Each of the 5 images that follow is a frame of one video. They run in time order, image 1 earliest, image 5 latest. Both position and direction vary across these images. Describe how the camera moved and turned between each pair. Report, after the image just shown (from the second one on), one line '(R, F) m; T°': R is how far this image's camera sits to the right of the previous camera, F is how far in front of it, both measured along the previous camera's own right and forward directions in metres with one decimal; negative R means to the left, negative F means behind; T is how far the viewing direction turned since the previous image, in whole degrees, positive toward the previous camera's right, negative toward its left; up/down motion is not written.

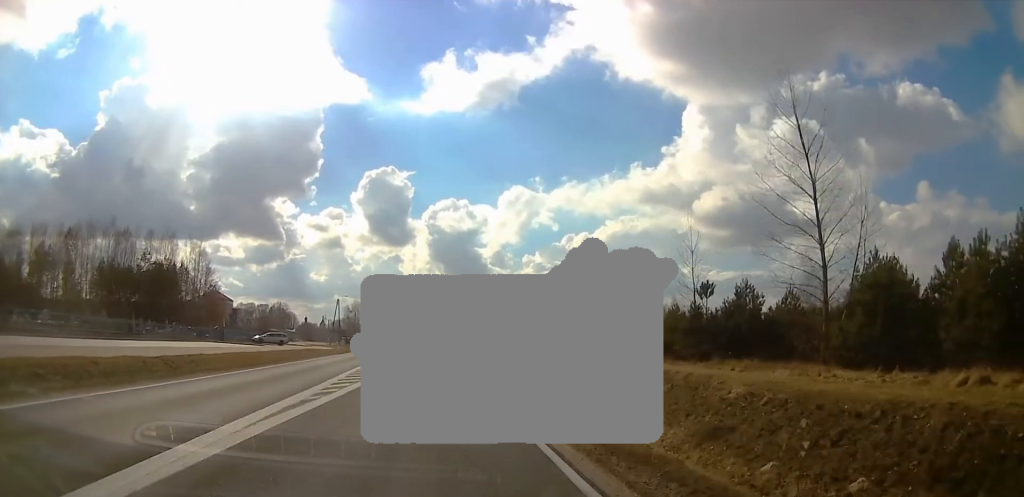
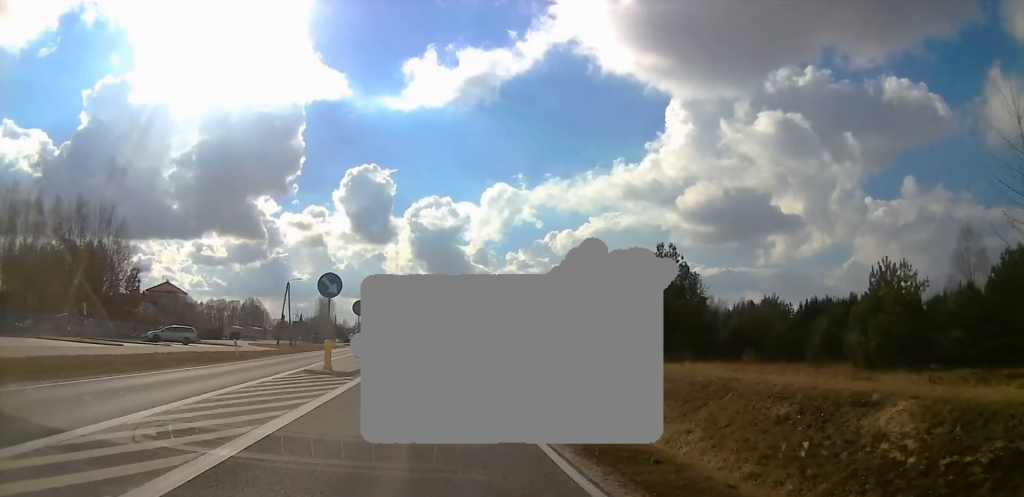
(+0.4, +28.9) m; +3°
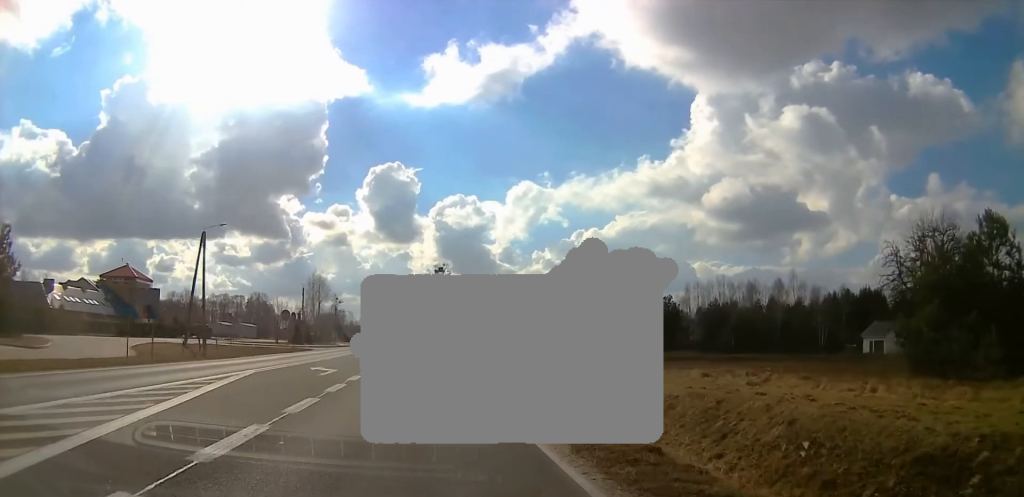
(-0.7, +40.3) m; -2°
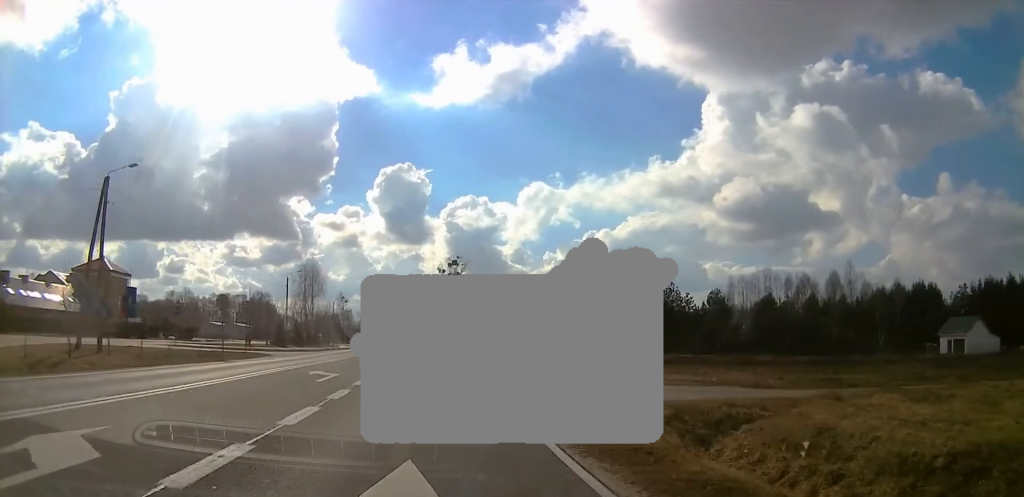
(0.0, +16.7) m; -2°
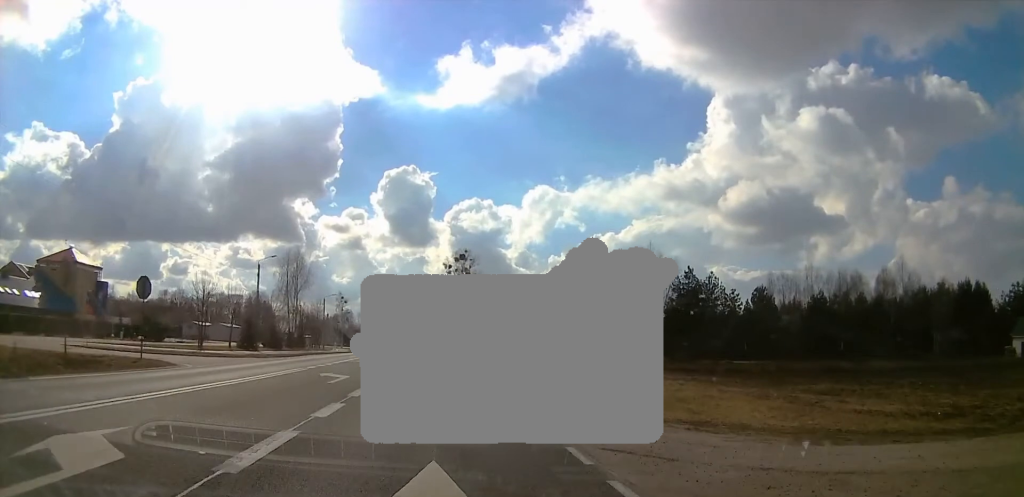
(-0.4, +14.8) m; +1°
